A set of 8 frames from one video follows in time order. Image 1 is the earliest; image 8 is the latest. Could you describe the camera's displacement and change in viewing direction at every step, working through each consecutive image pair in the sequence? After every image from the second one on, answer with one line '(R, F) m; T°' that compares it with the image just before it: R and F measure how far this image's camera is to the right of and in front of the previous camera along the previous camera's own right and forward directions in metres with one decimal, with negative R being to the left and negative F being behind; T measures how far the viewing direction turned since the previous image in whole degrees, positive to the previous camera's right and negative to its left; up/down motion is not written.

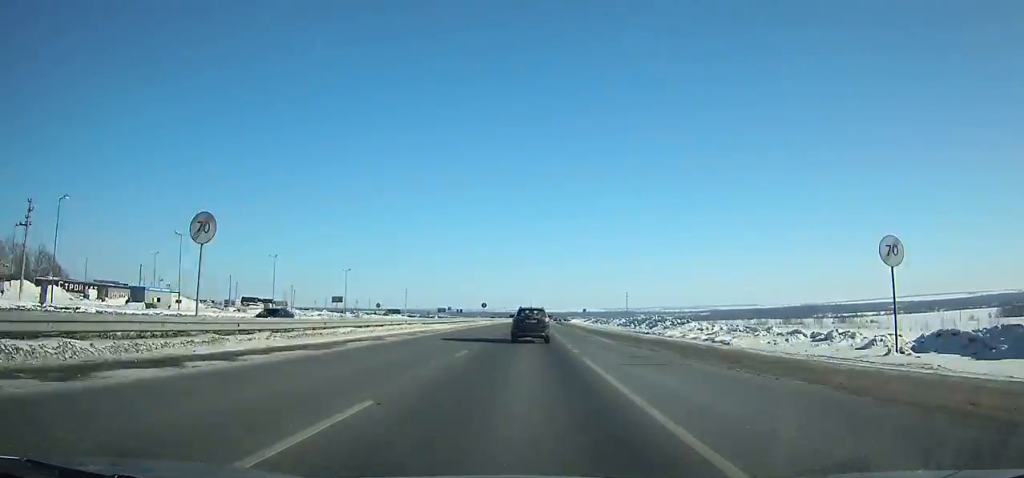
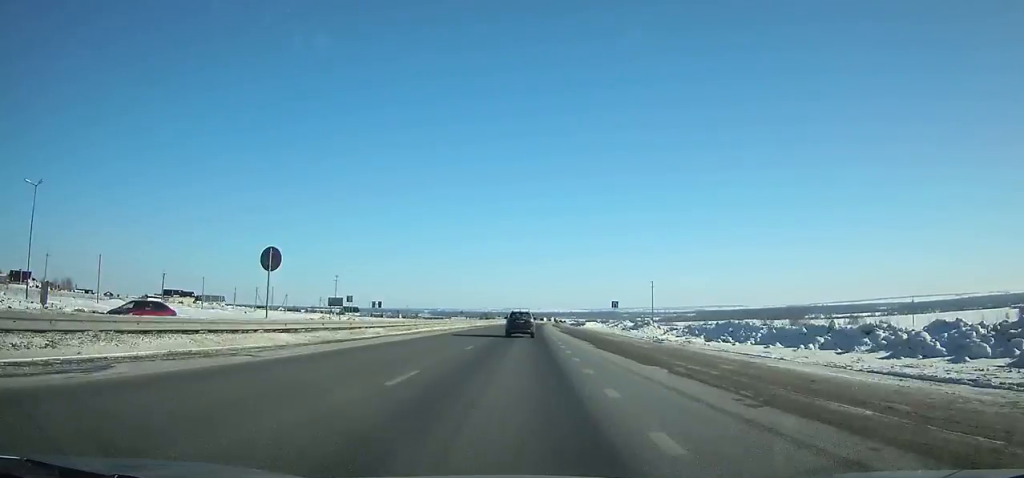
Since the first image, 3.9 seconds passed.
(+0.9, +80.2) m; +1°
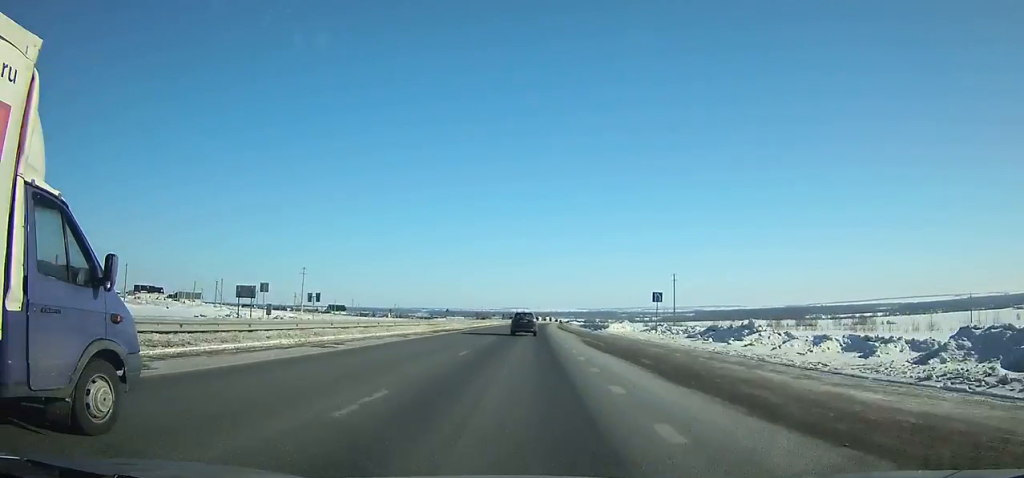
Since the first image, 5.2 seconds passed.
(+0.2, +27.9) m; 0°
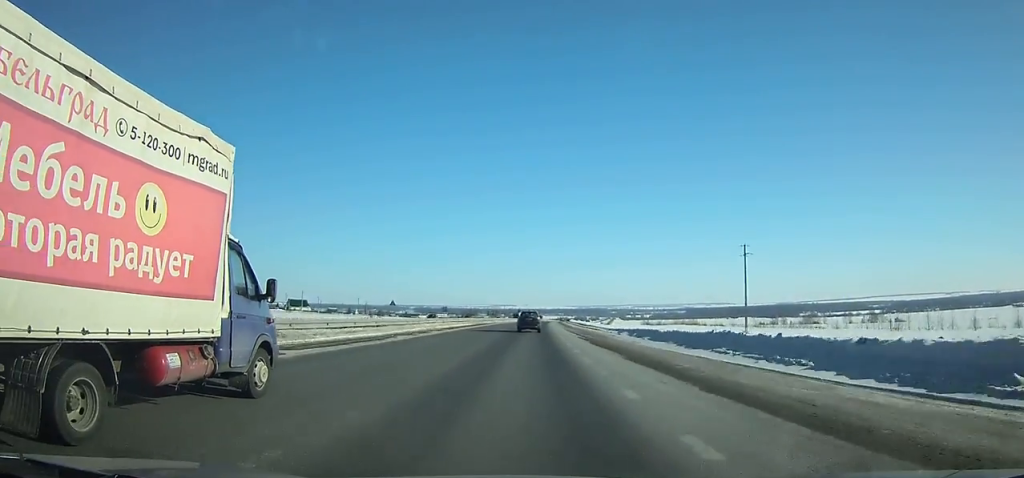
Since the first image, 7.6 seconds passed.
(+0.4, +52.5) m; +1°
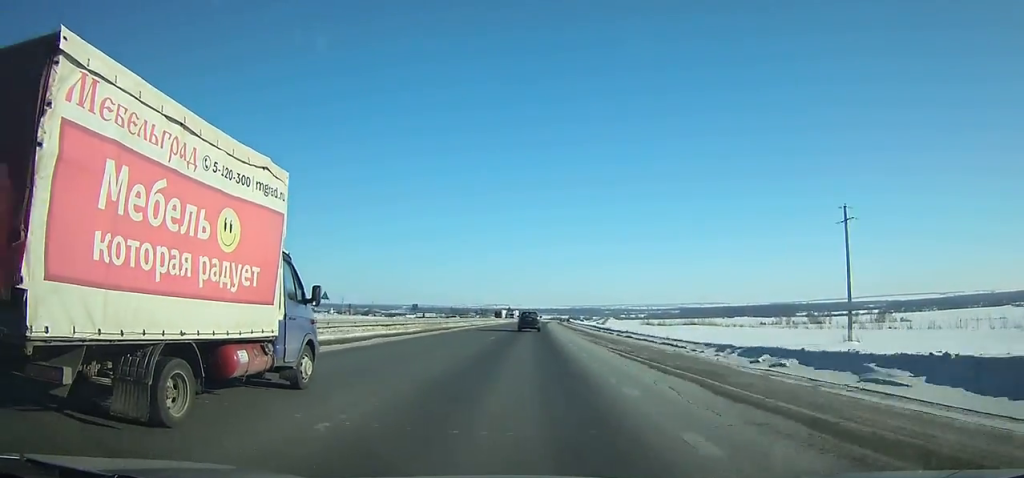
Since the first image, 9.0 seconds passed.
(0.0, +31.3) m; +1°
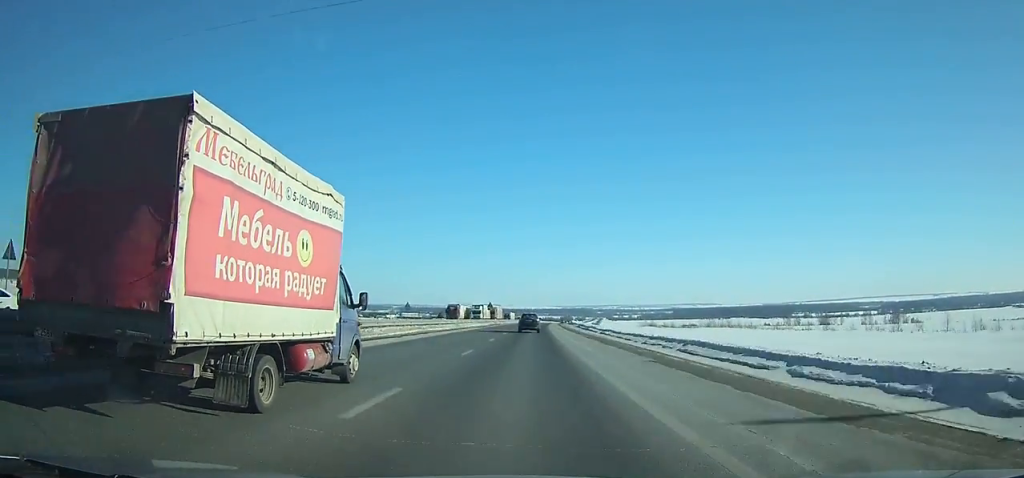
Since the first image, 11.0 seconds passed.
(+0.4, +45.9) m; +1°
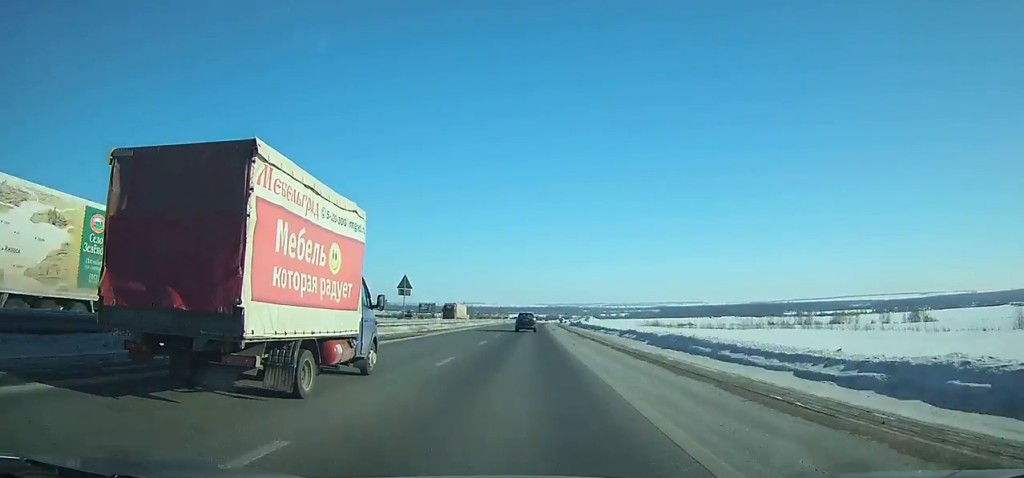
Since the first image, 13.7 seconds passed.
(+0.9, +63.2) m; +2°
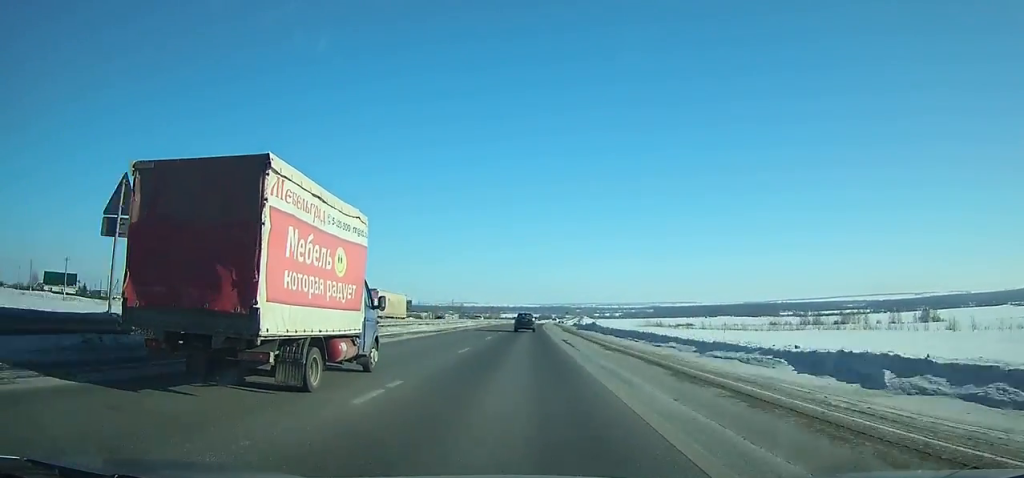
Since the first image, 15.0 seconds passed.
(+0.2, +30.9) m; +1°
